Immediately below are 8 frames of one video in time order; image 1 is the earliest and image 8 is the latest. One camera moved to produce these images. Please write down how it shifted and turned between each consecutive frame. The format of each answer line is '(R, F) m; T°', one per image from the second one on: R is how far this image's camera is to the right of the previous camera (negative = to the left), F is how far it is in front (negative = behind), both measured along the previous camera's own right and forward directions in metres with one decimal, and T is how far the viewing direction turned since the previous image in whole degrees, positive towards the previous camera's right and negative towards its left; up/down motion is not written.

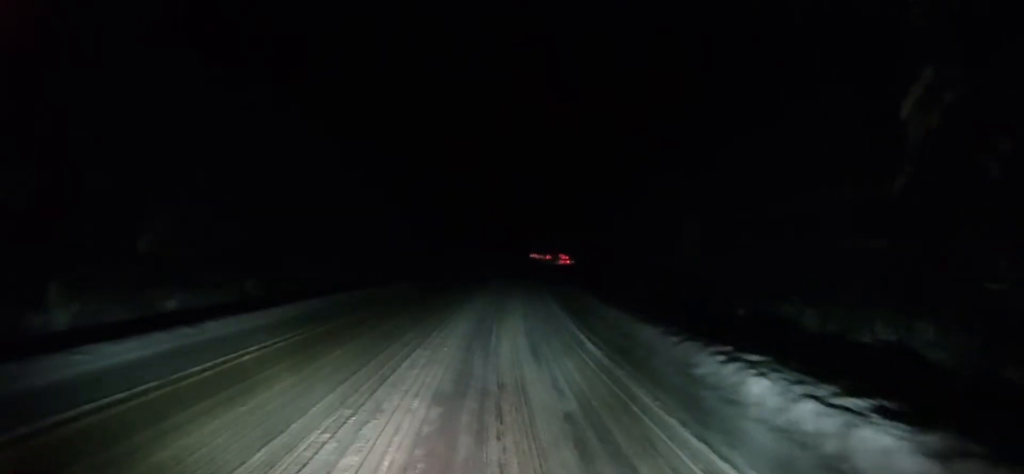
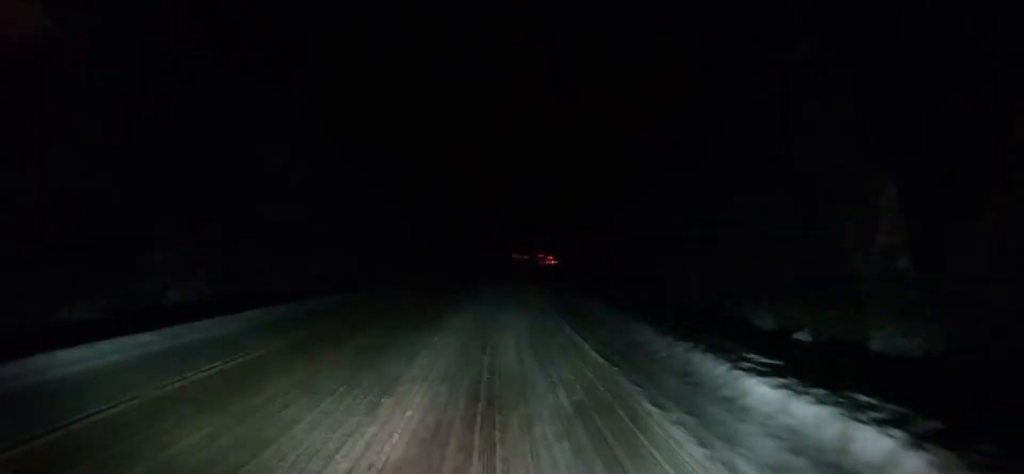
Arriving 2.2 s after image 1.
(+0.7, +23.1) m; +2°
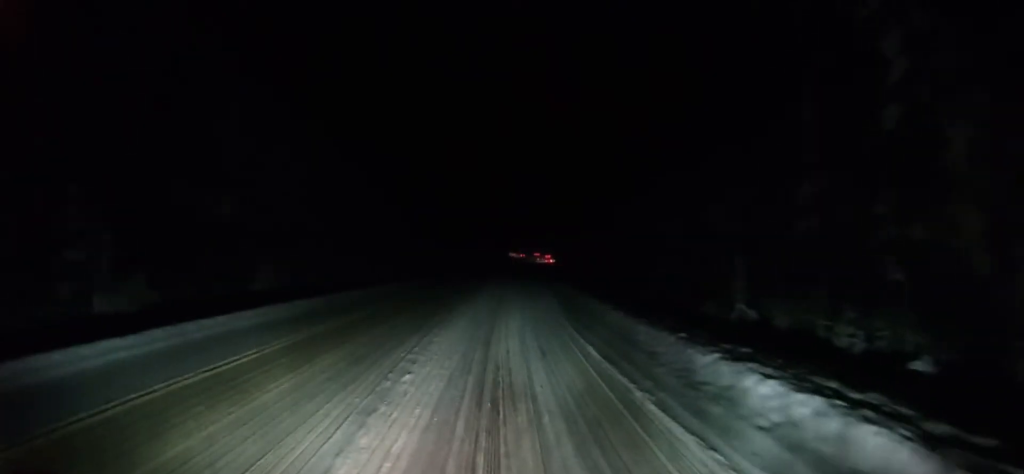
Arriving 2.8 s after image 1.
(-0.1, +6.7) m; 0°
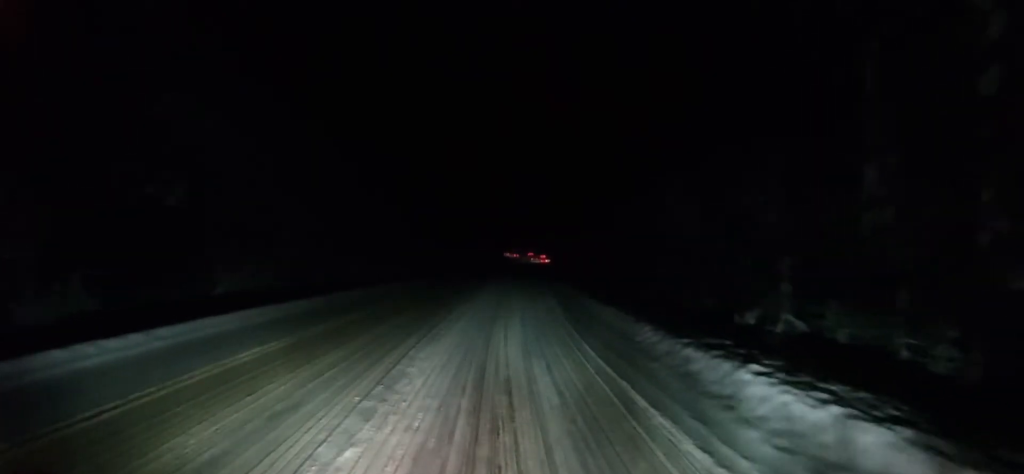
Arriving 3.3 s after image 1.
(-0.1, +5.3) m; 0°
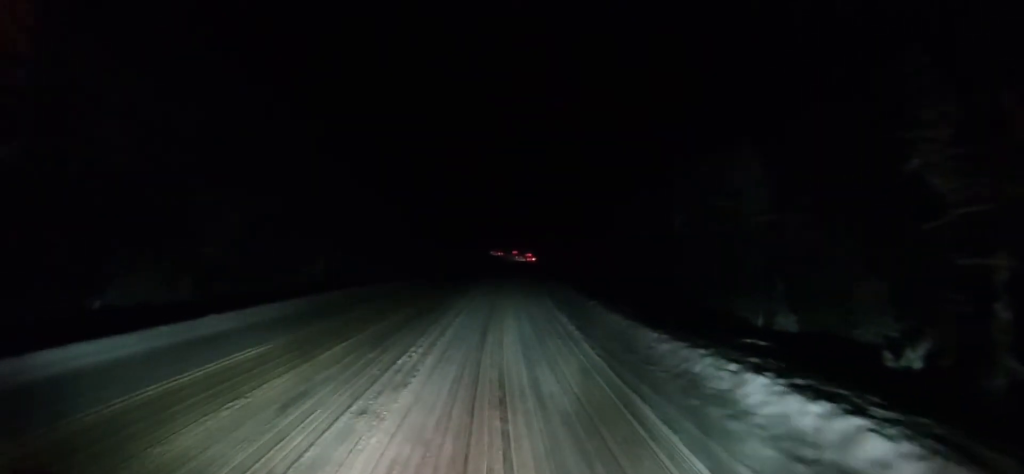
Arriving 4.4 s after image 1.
(+0.3, +12.3) m; +3°
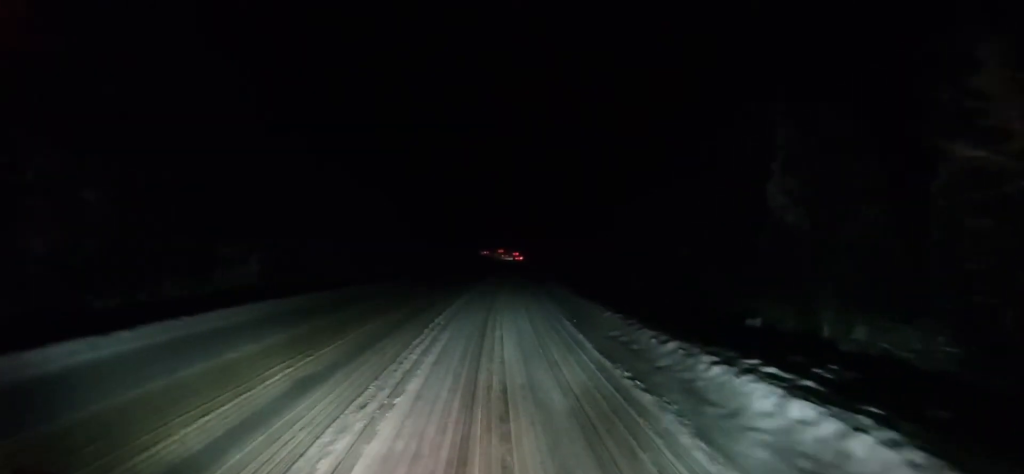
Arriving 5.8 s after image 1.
(+0.1, +14.7) m; 0°
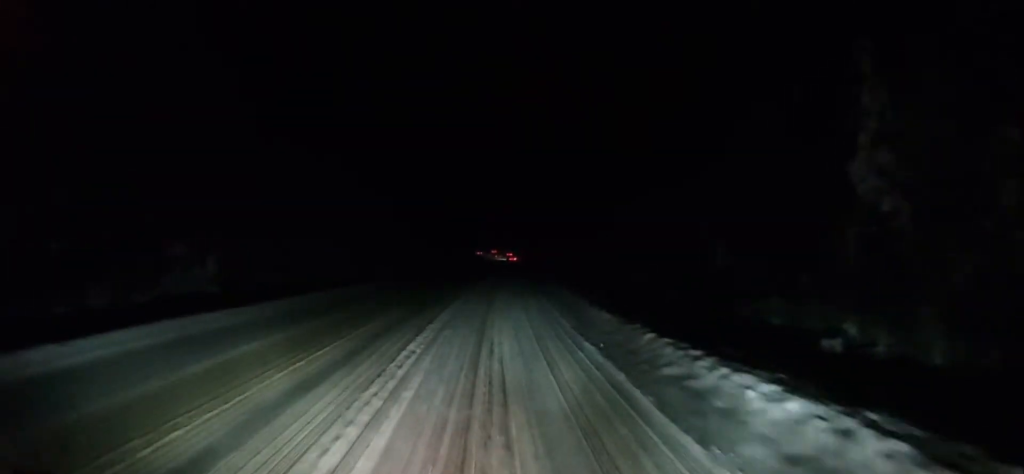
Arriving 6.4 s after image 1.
(-0.1, +6.7) m; 0°
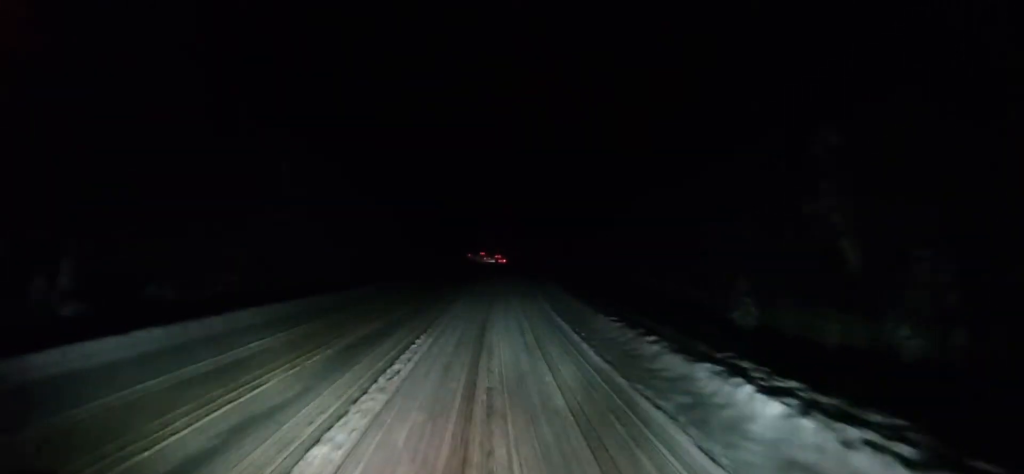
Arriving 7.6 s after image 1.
(+0.3, +14.5) m; +2°
